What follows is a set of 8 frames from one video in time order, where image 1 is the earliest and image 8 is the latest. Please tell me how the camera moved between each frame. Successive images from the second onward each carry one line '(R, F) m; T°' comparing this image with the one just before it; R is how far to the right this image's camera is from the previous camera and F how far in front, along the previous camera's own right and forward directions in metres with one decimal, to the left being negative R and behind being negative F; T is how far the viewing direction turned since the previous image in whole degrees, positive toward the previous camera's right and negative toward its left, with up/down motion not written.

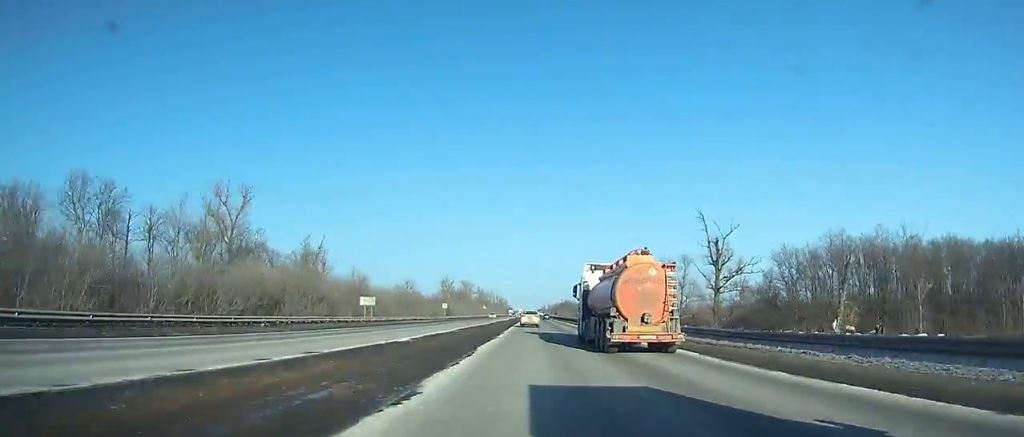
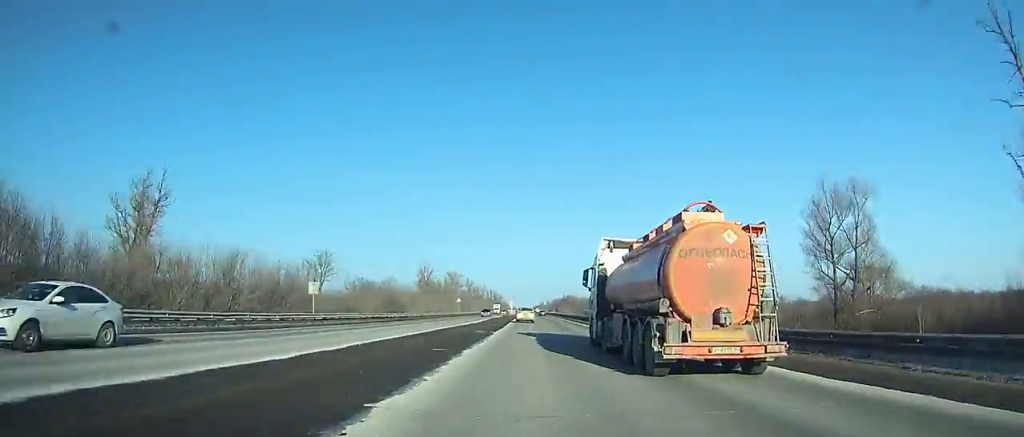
(+0.1, +70.3) m; 0°
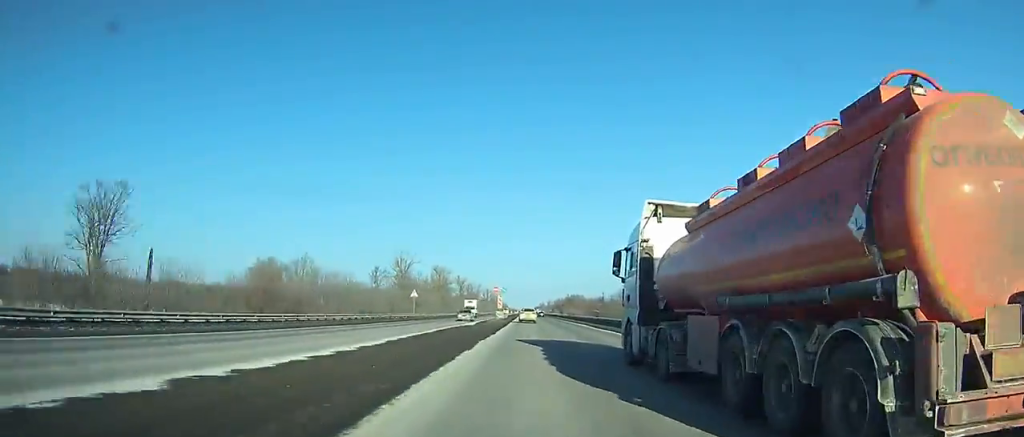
(+0.1, +56.7) m; 0°
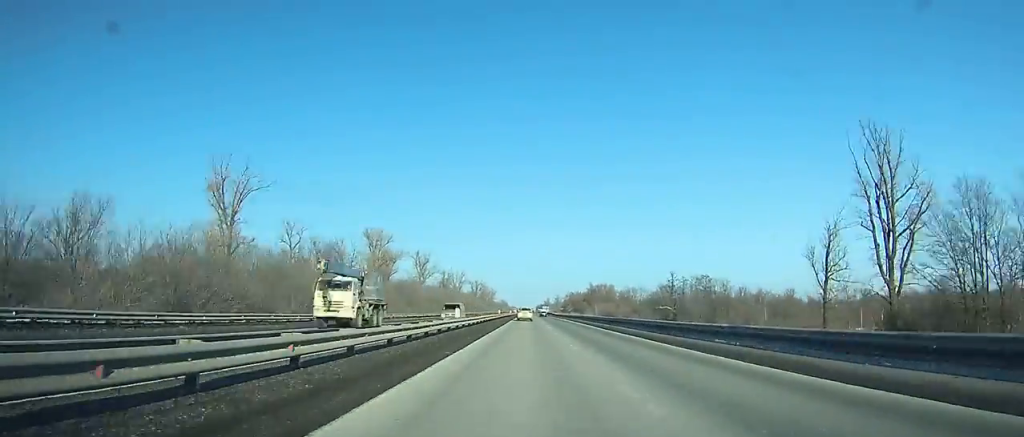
(-0.8, +153.1) m; 0°
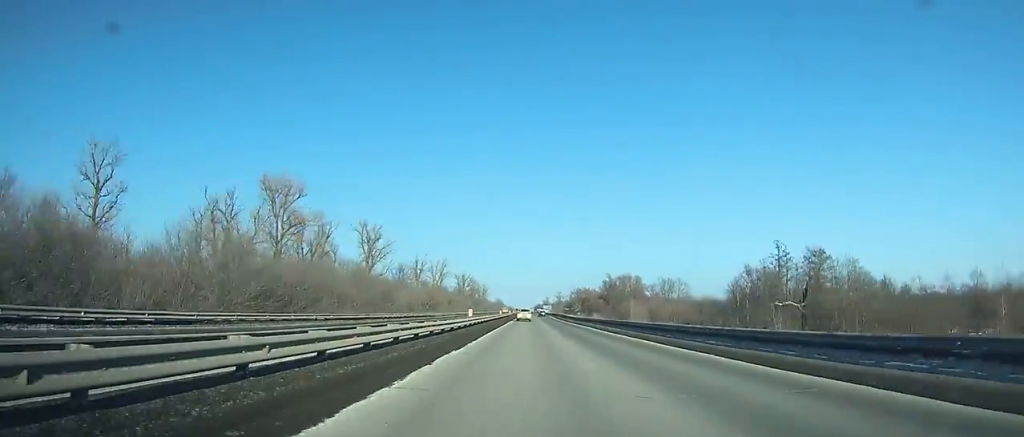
(0.0, +76.7) m; 0°
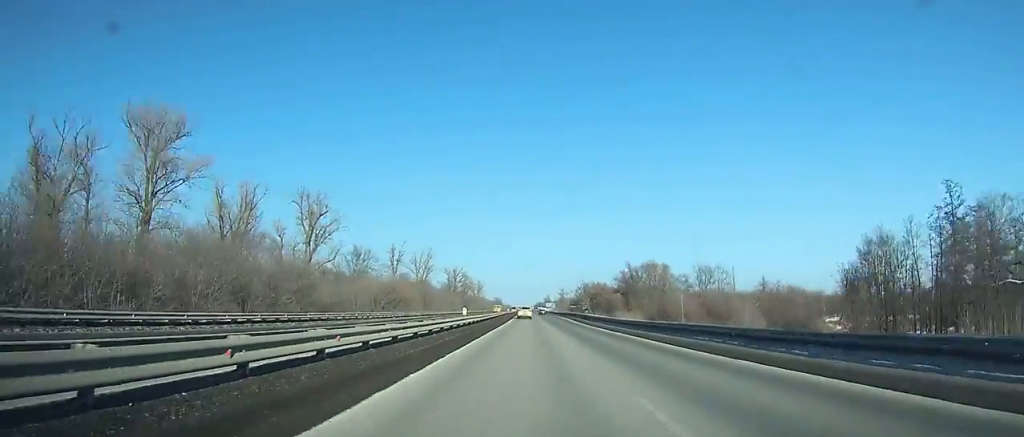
(+0.2, +44.9) m; 0°
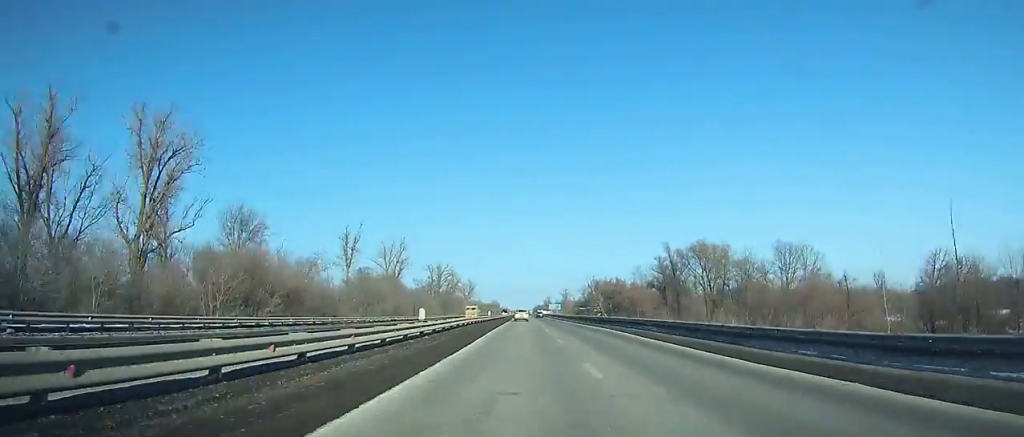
(+0.1, +54.2) m; 0°
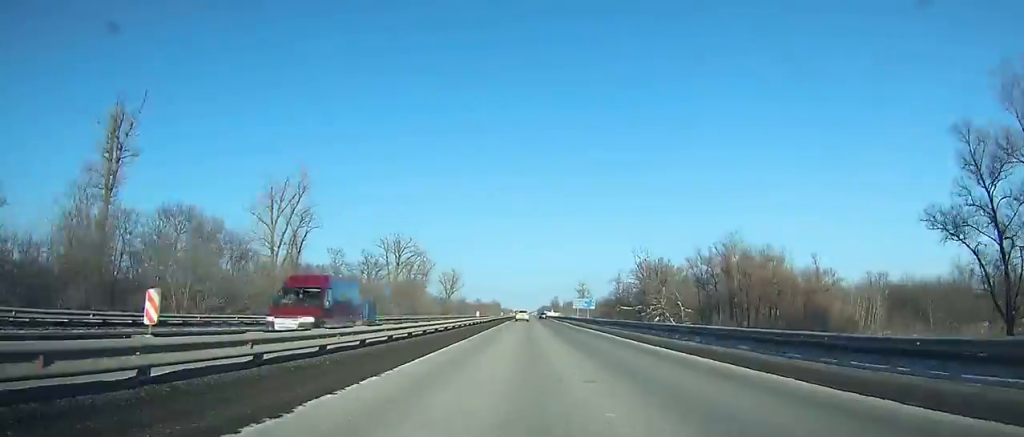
(-0.2, +100.7) m; 0°
